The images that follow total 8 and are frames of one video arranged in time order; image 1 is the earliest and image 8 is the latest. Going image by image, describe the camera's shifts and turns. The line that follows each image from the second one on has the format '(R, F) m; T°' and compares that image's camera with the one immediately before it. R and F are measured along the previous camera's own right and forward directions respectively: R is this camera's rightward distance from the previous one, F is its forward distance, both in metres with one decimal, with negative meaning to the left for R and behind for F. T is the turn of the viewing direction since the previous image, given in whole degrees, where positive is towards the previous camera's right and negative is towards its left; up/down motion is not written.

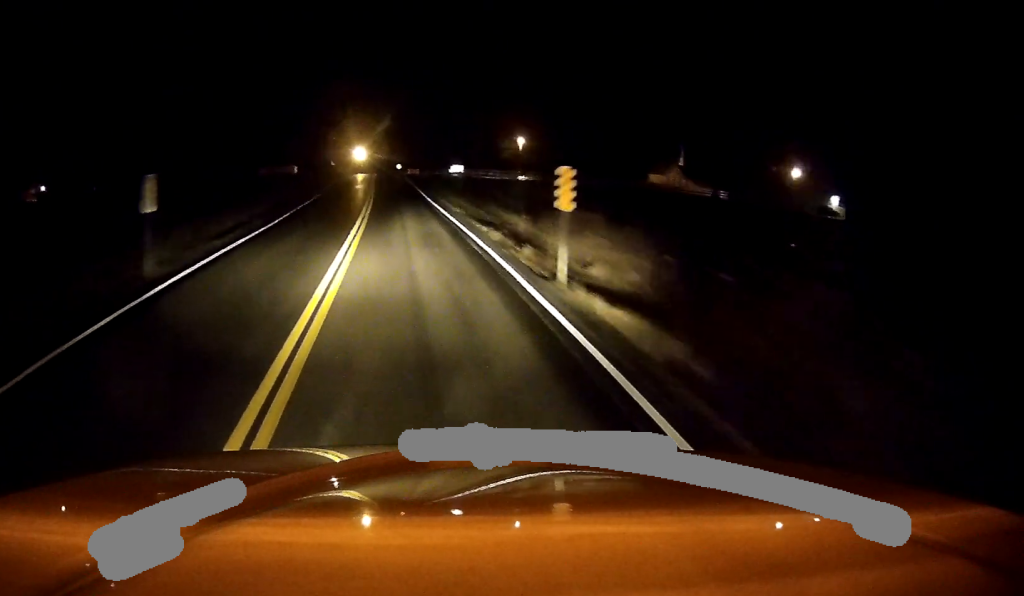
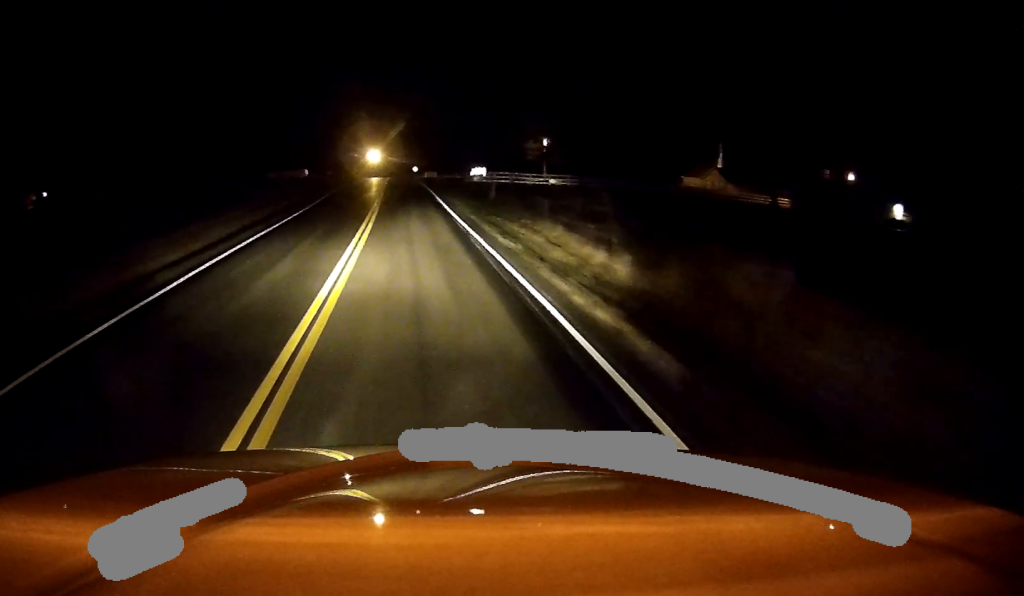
(+0.4, +13.3) m; 0°
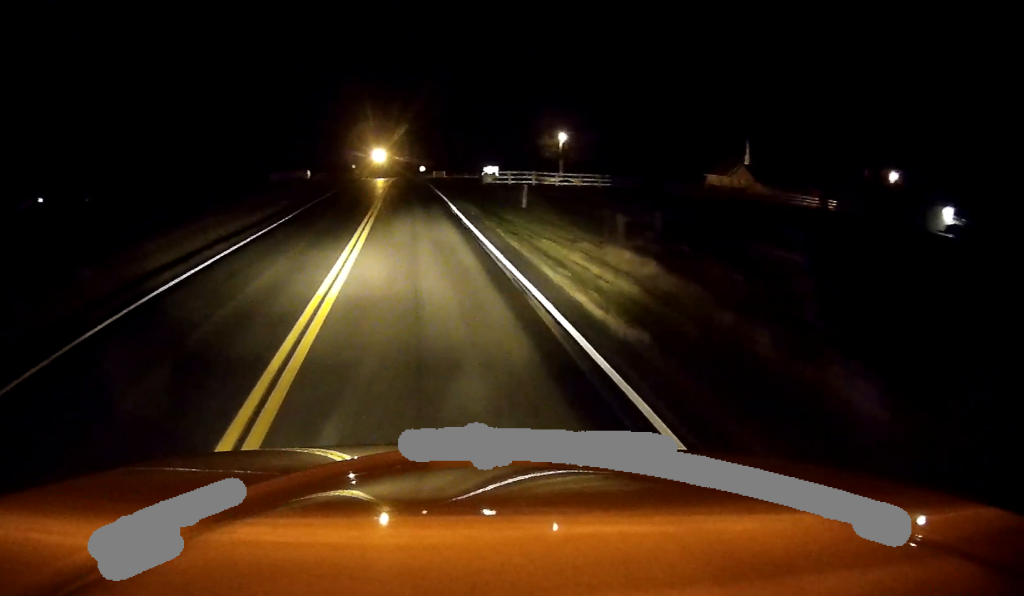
(-0.3, +10.2) m; -1°
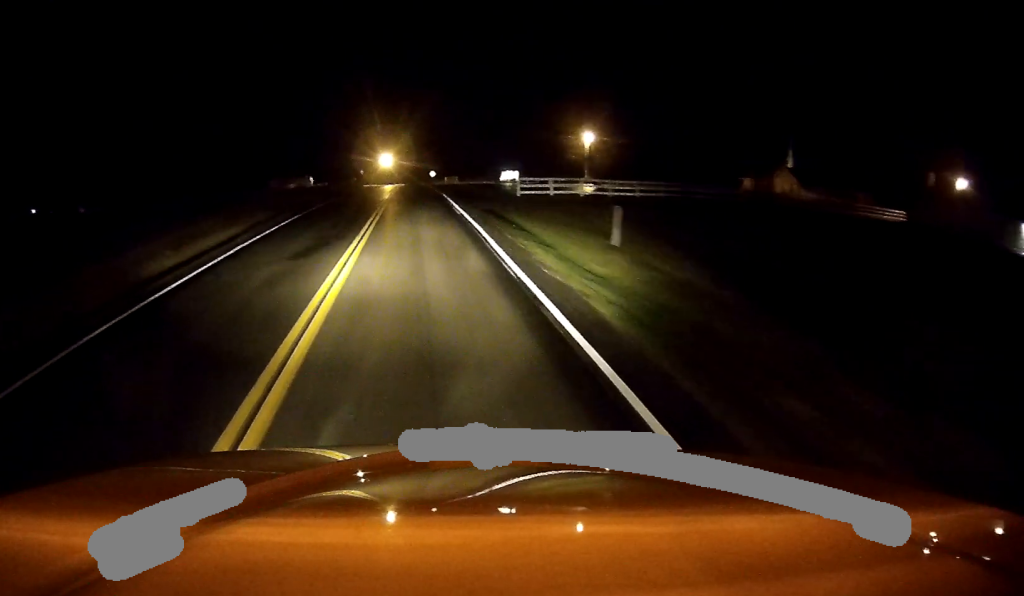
(-0.3, +14.6) m; -1°
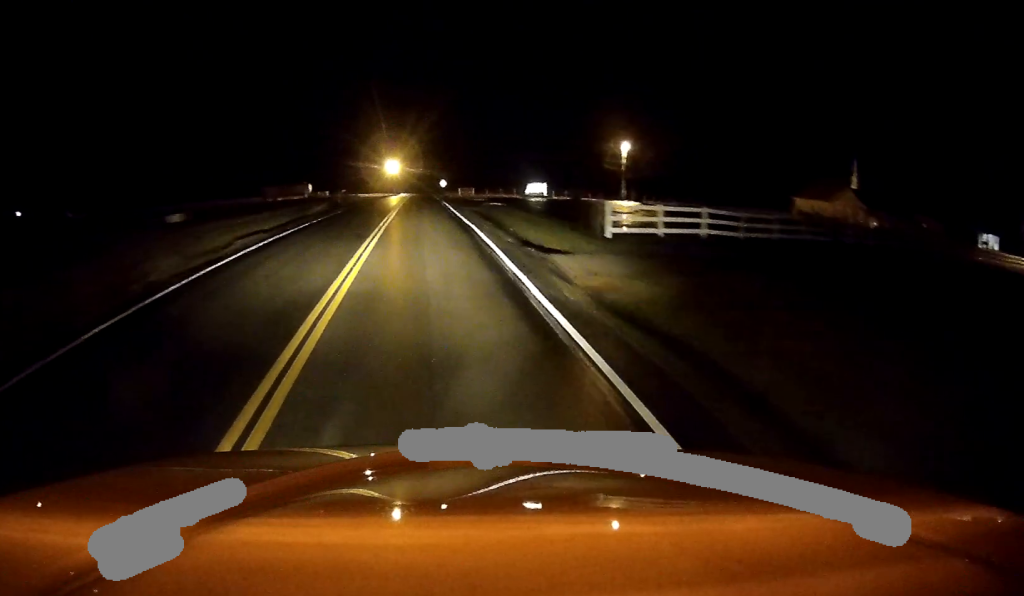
(0.0, +18.9) m; 0°
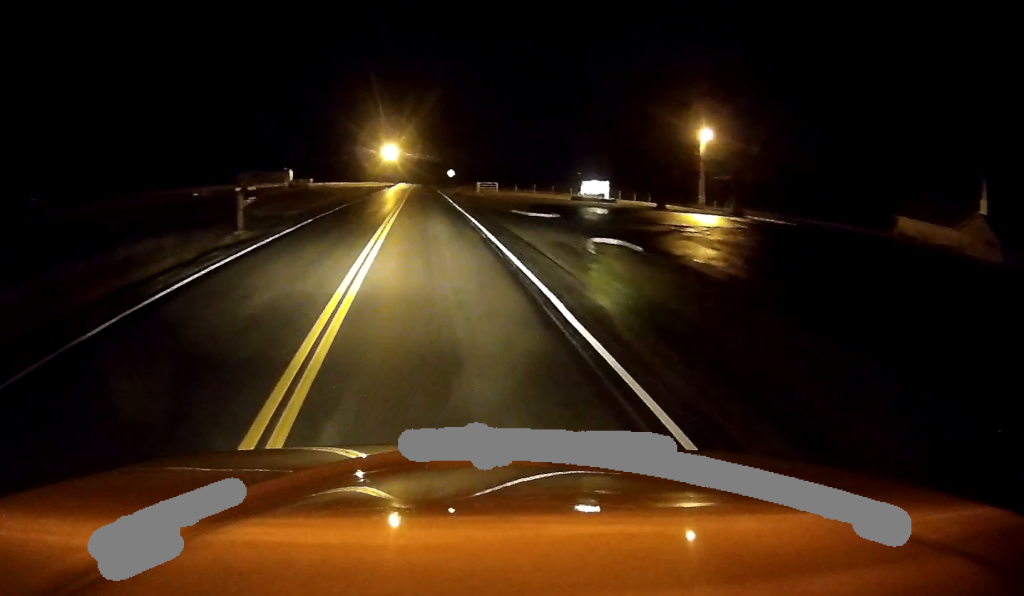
(-0.1, +31.8) m; 0°
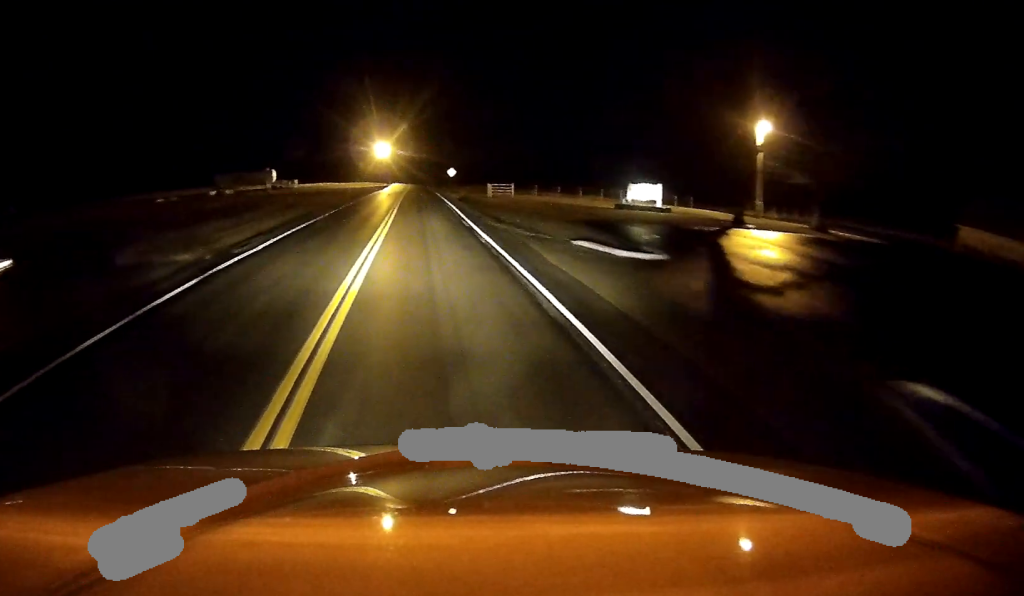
(0.0, +16.0) m; 0°
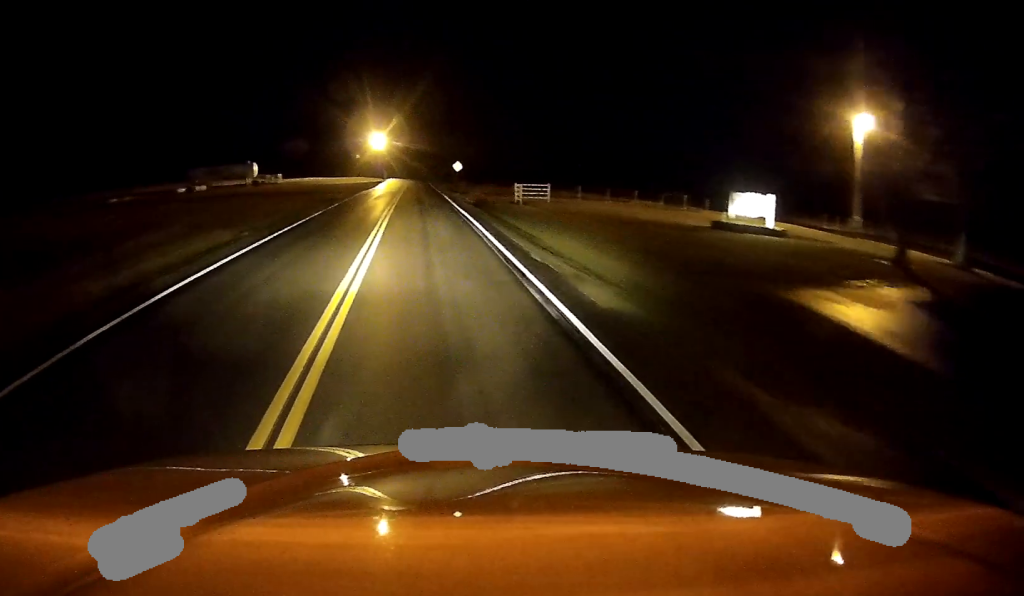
(-0.1, +17.5) m; +1°
